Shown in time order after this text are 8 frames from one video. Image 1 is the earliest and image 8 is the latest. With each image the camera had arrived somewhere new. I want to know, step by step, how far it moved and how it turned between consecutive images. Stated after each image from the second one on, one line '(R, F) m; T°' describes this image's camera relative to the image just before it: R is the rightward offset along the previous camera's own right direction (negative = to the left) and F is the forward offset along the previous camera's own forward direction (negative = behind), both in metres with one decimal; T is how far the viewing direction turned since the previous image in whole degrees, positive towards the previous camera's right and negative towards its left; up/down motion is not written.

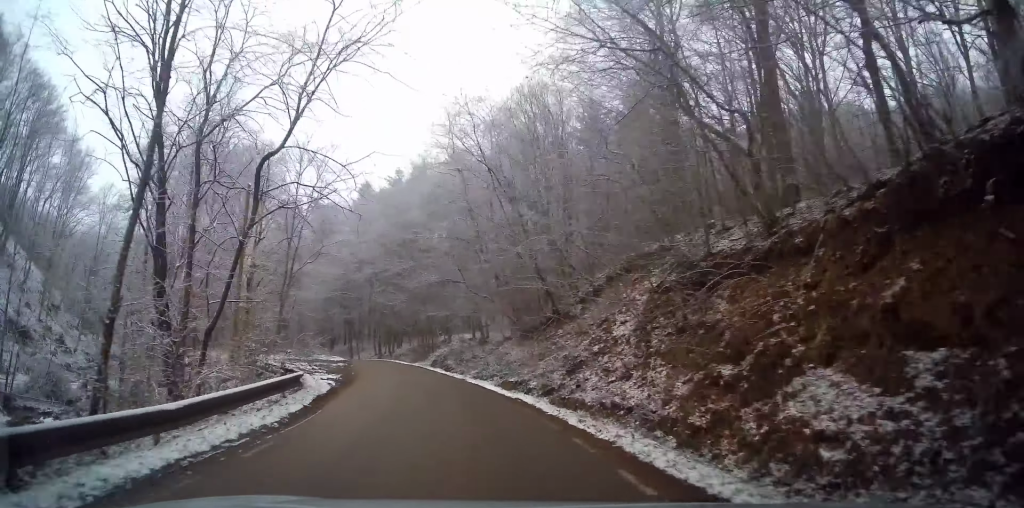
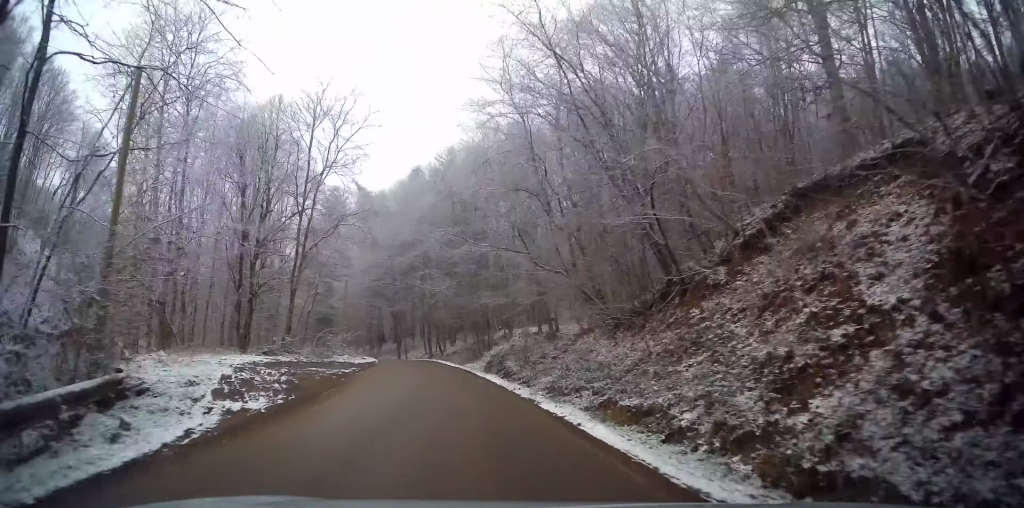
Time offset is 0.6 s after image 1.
(-0.6, +8.6) m; -4°
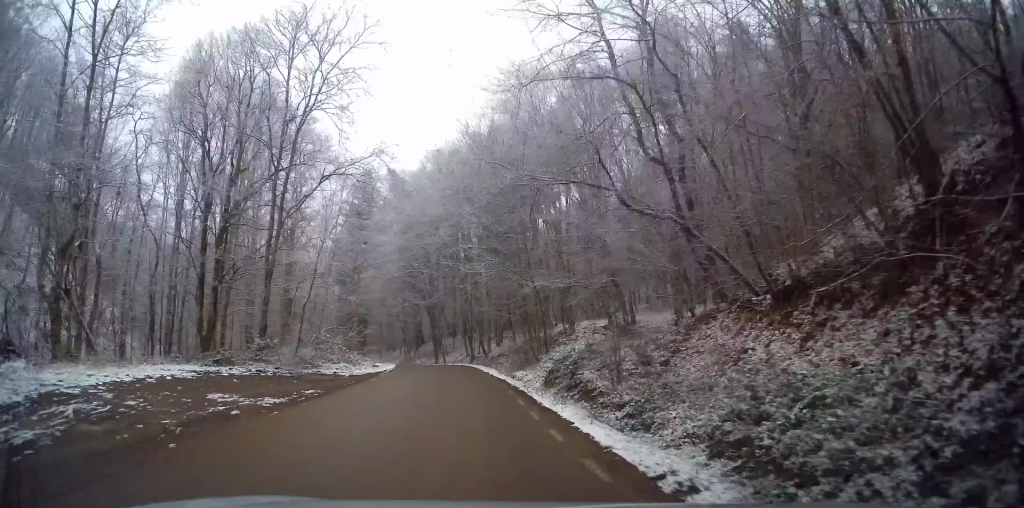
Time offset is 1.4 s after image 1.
(-0.3, +9.8) m; -3°
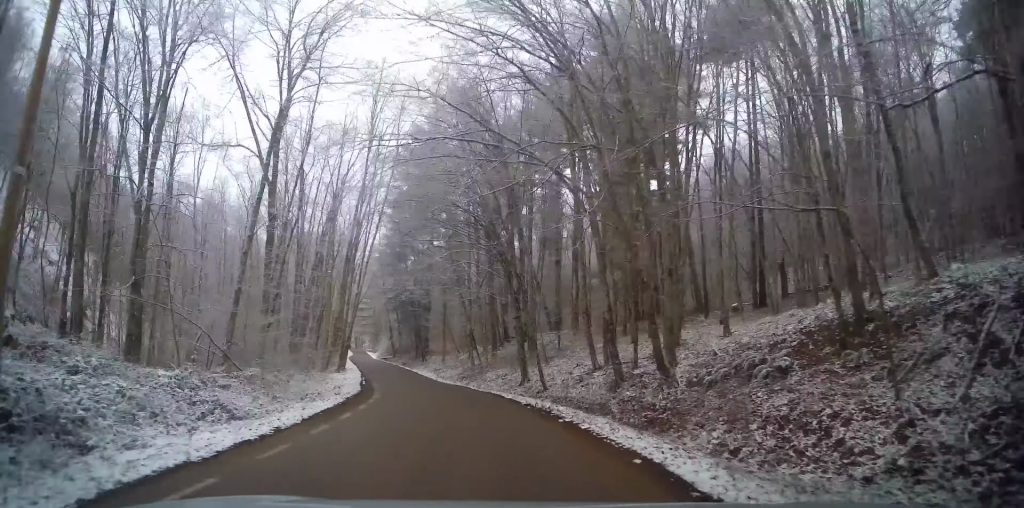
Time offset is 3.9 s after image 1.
(-3.3, +32.8) m; -13°
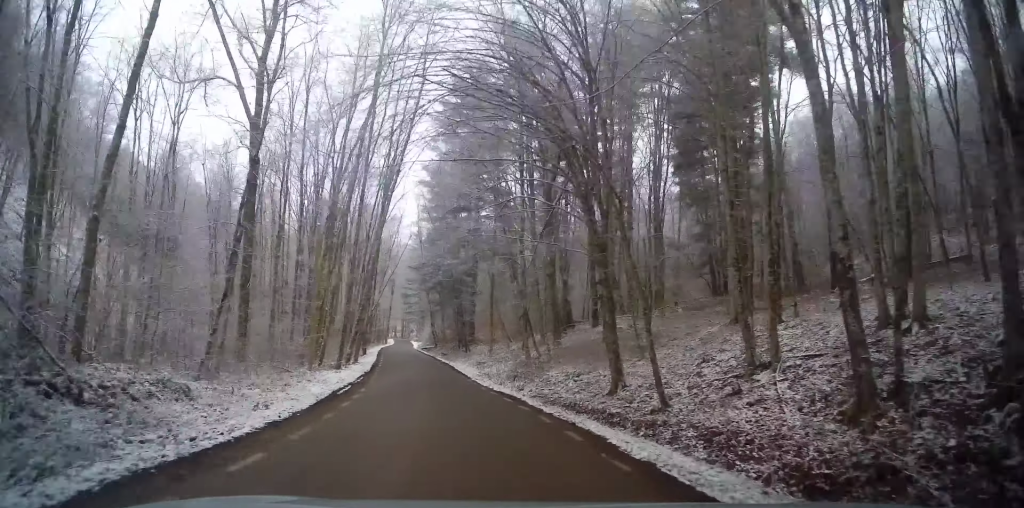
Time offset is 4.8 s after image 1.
(-0.4, +11.6) m; -6°
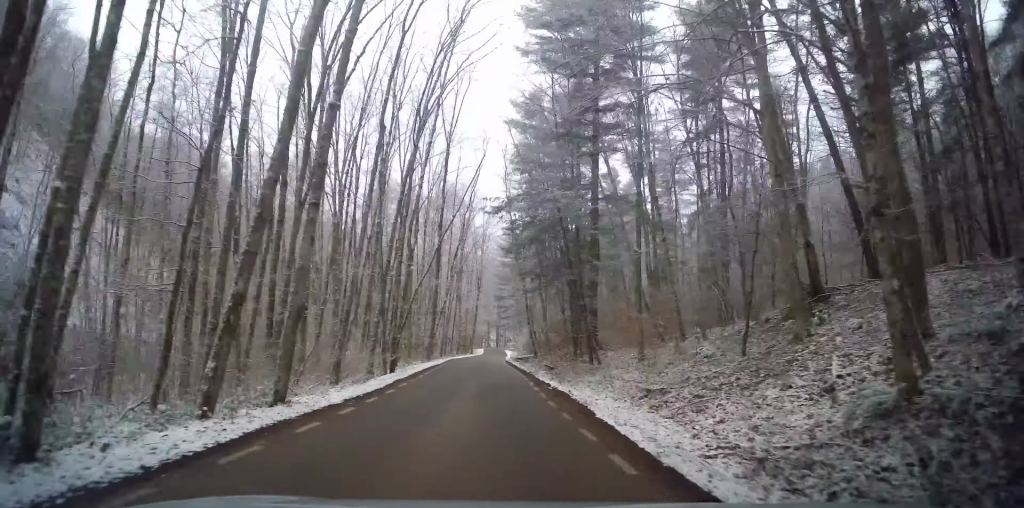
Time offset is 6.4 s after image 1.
(-2.1, +22.6) m; -8°
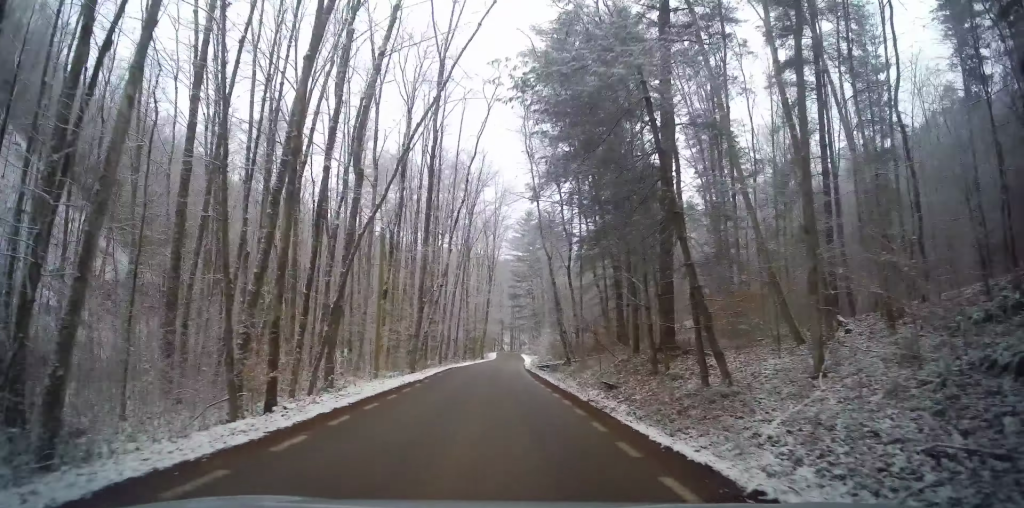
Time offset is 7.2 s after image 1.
(-0.3, +12.9) m; -3°
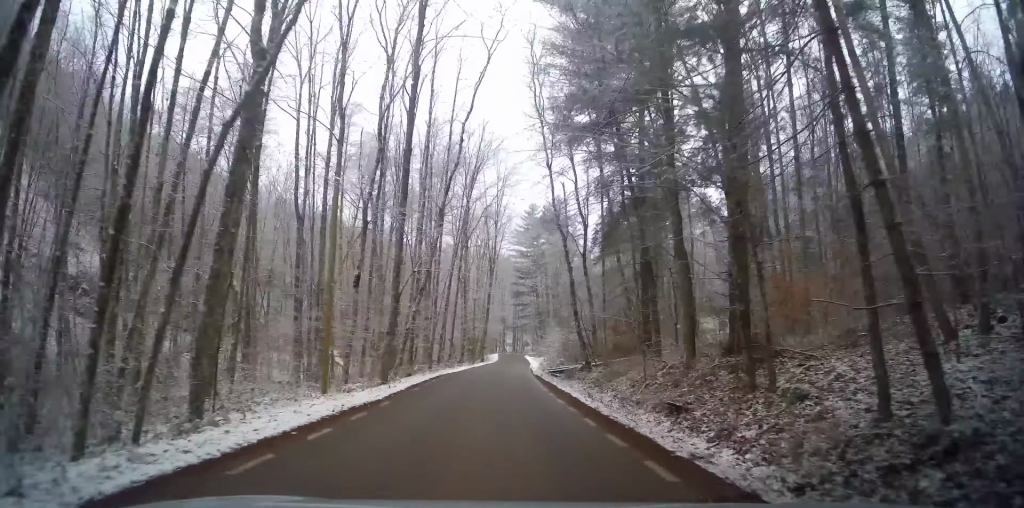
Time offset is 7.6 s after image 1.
(-0.1, +6.9) m; -1°
